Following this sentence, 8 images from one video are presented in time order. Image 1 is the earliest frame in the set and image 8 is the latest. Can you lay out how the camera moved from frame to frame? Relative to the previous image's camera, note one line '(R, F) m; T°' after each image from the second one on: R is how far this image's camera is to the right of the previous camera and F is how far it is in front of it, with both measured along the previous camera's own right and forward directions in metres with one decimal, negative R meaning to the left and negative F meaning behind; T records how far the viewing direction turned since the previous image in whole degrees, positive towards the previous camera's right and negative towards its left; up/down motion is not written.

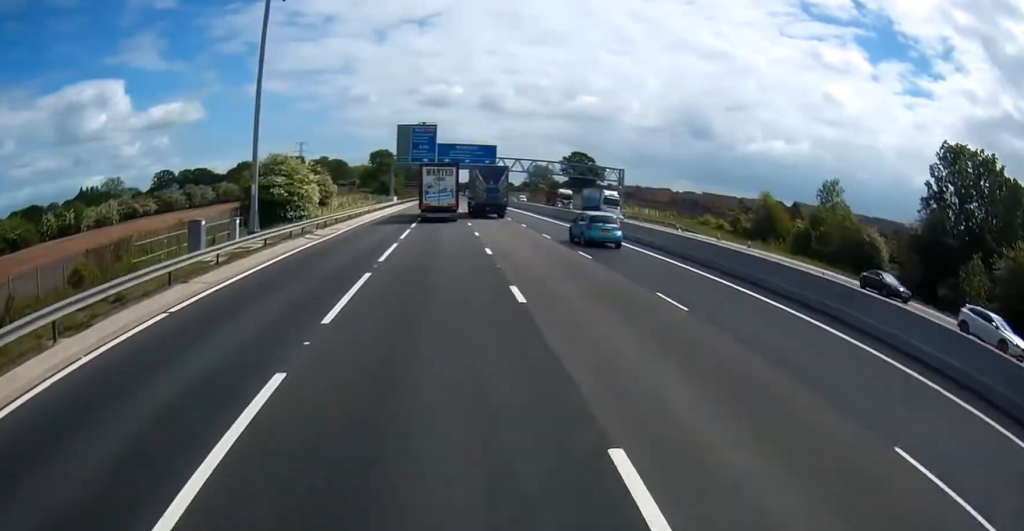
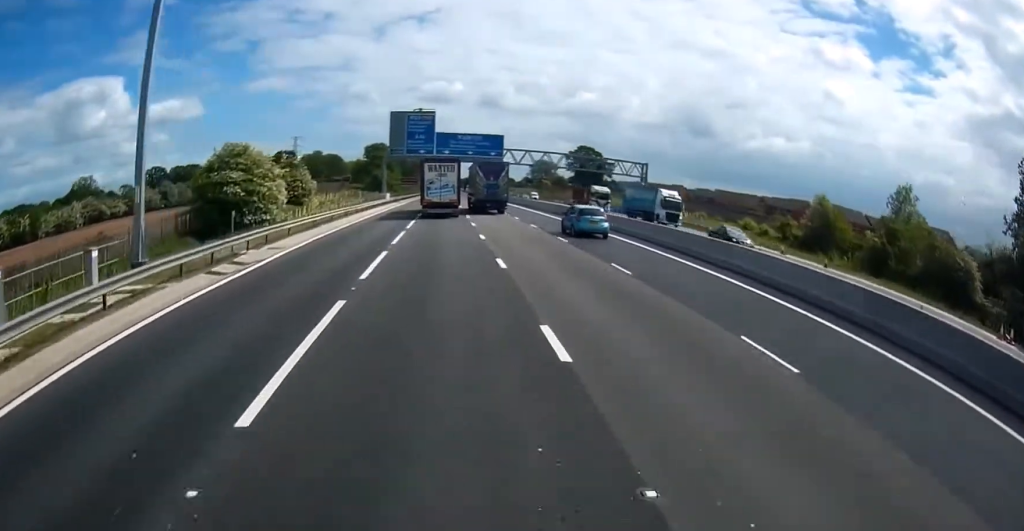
(-0.1, +13.9) m; +1°
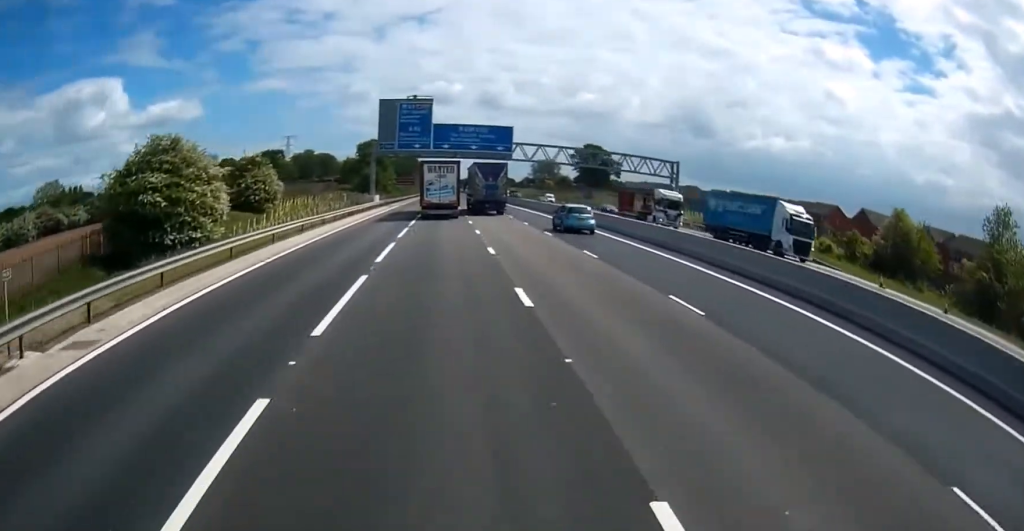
(+0.1, +14.7) m; +1°
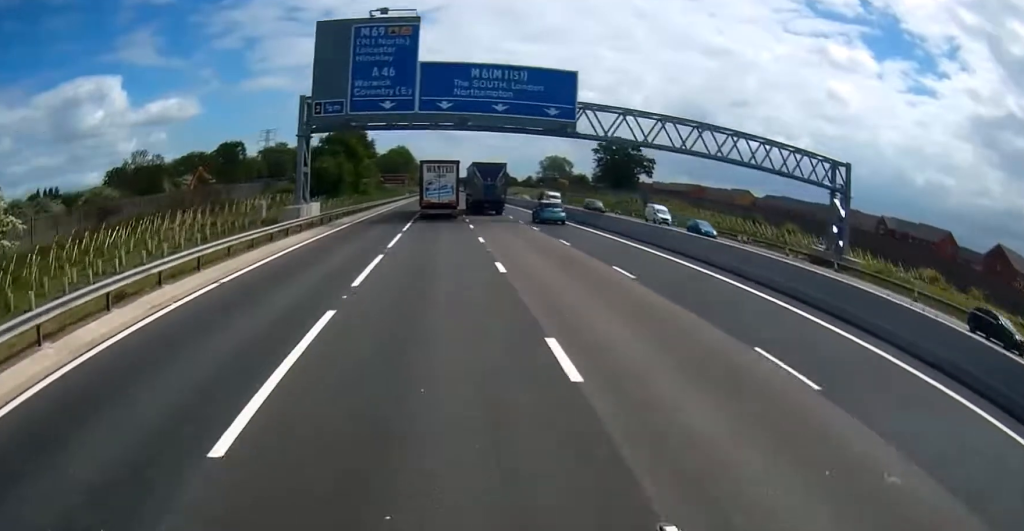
(+0.5, +40.9) m; 0°
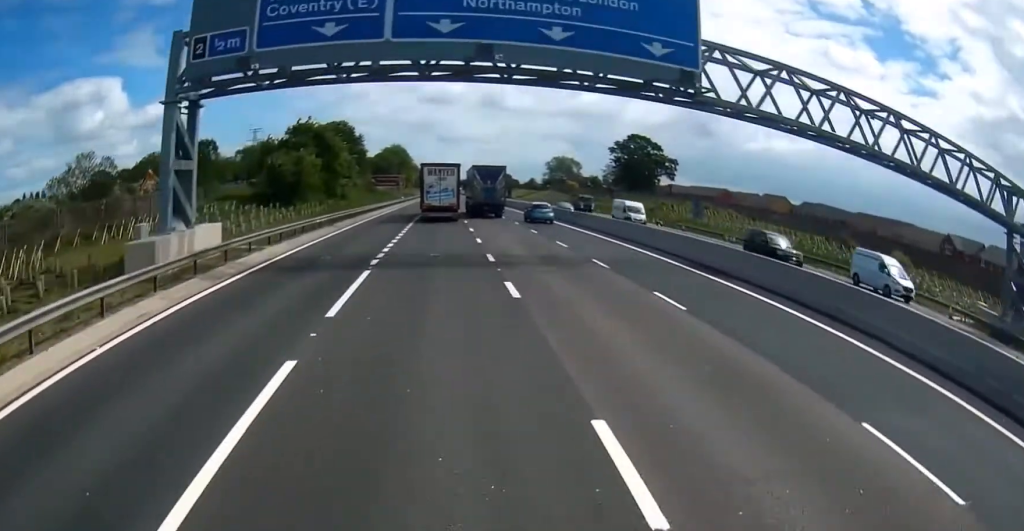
(-0.1, +21.2) m; 0°
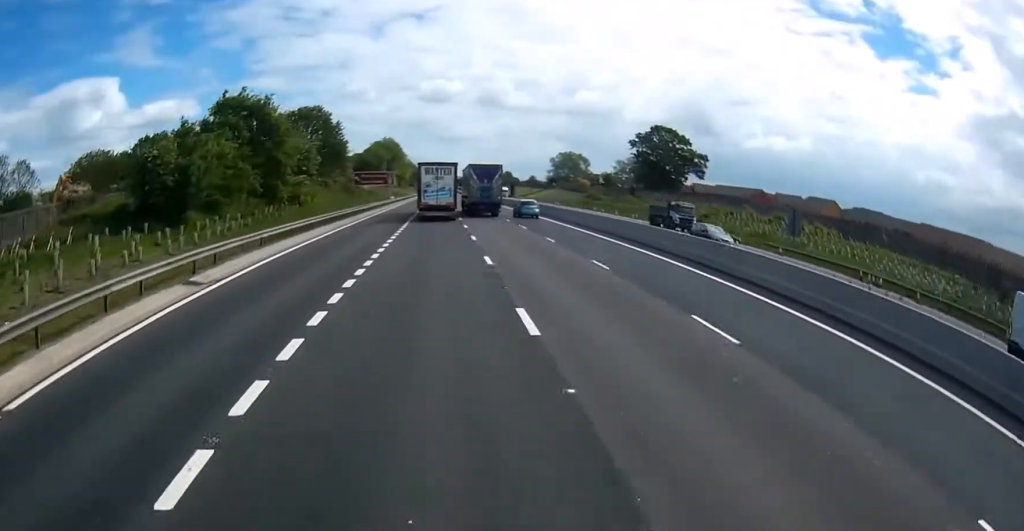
(0.0, +24.6) m; 0°
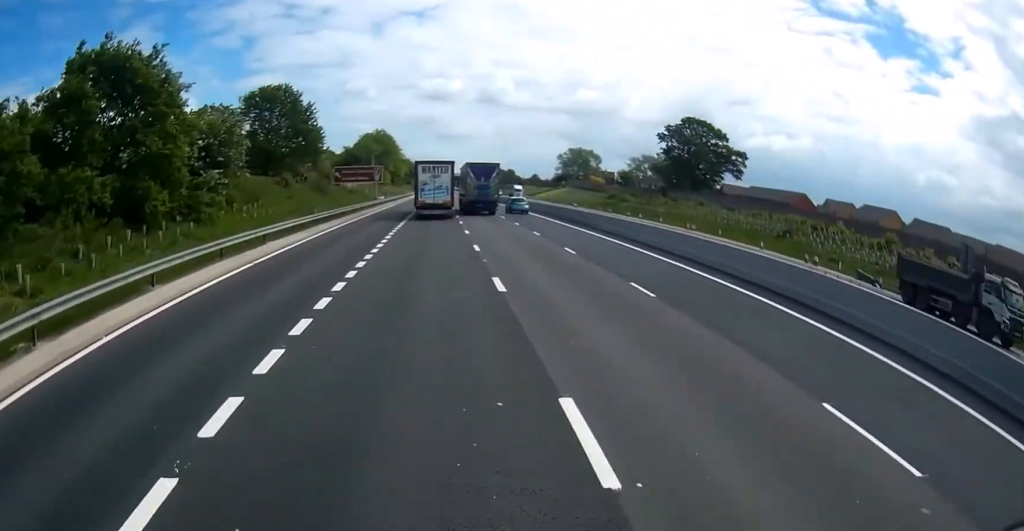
(0.0, +23.0) m; +1°
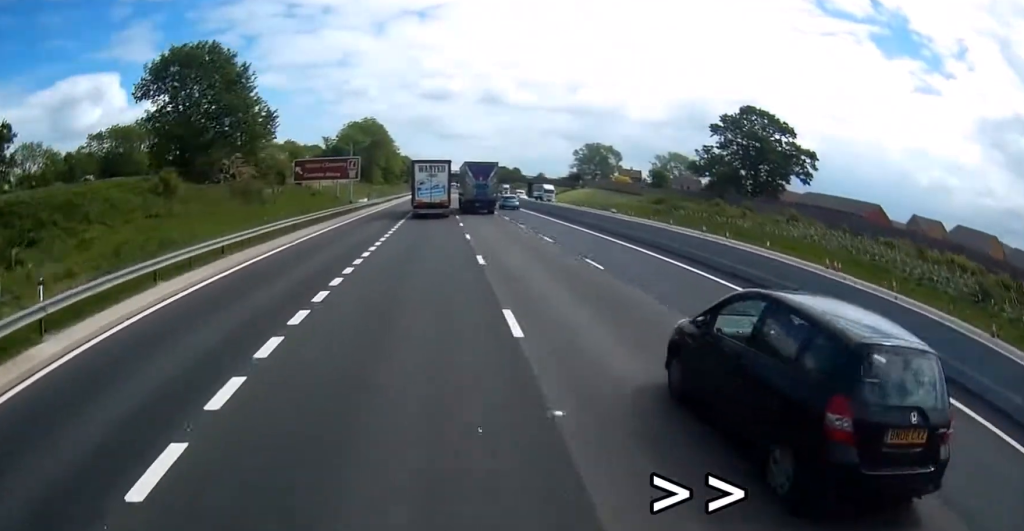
(+0.3, +29.5) m; 0°
